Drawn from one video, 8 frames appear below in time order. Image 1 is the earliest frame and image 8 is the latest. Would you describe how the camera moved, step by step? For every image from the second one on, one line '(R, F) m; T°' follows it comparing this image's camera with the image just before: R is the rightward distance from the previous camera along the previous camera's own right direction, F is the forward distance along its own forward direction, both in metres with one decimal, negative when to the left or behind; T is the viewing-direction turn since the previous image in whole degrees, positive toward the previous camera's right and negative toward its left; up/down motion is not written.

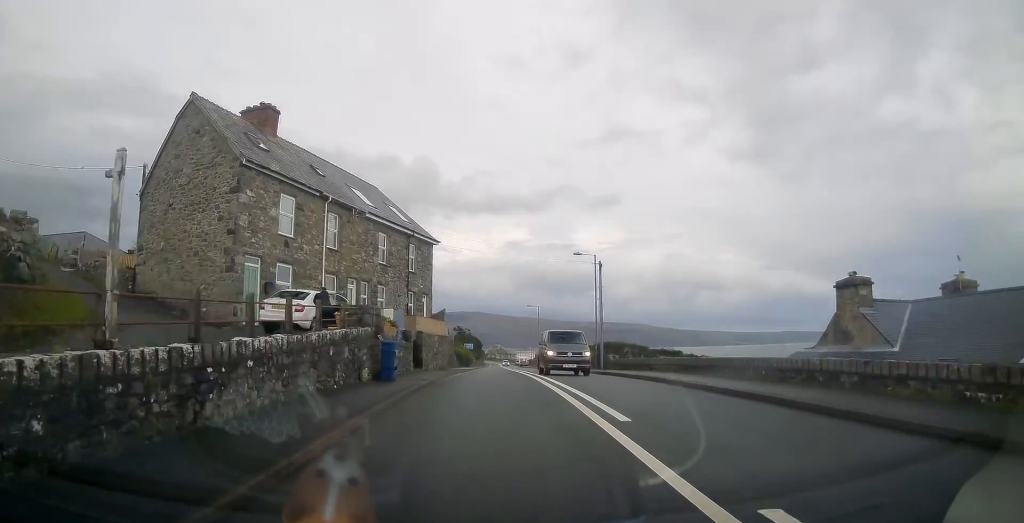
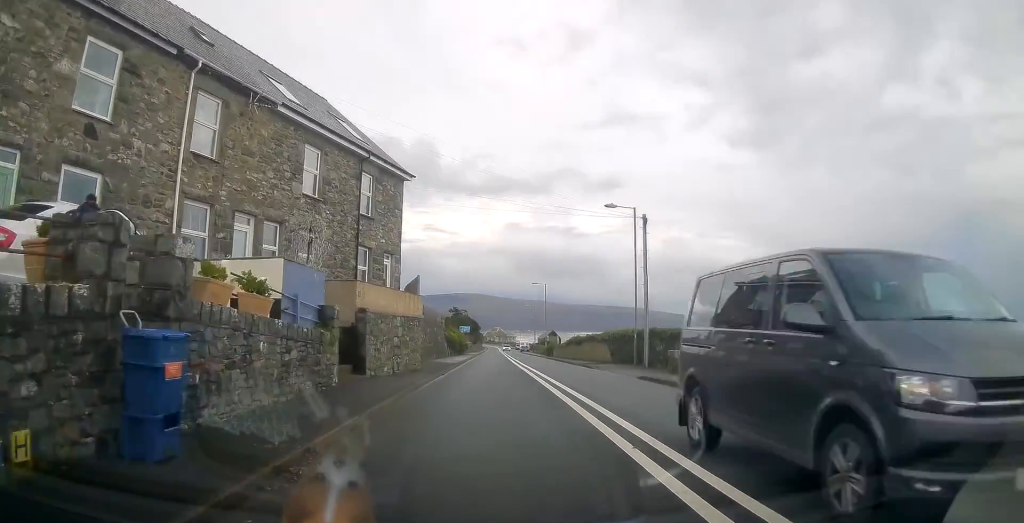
(0.0, +12.3) m; 0°
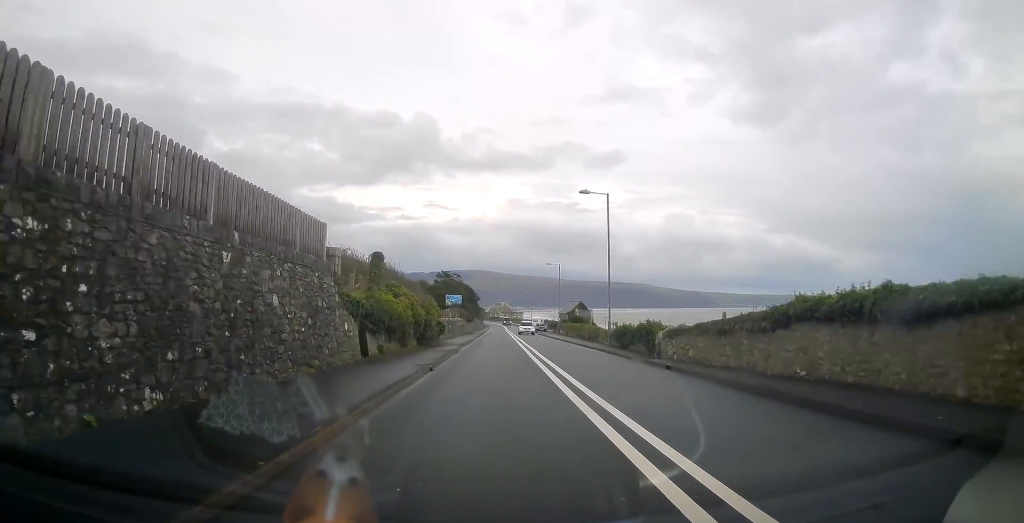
(+0.1, +37.4) m; 0°
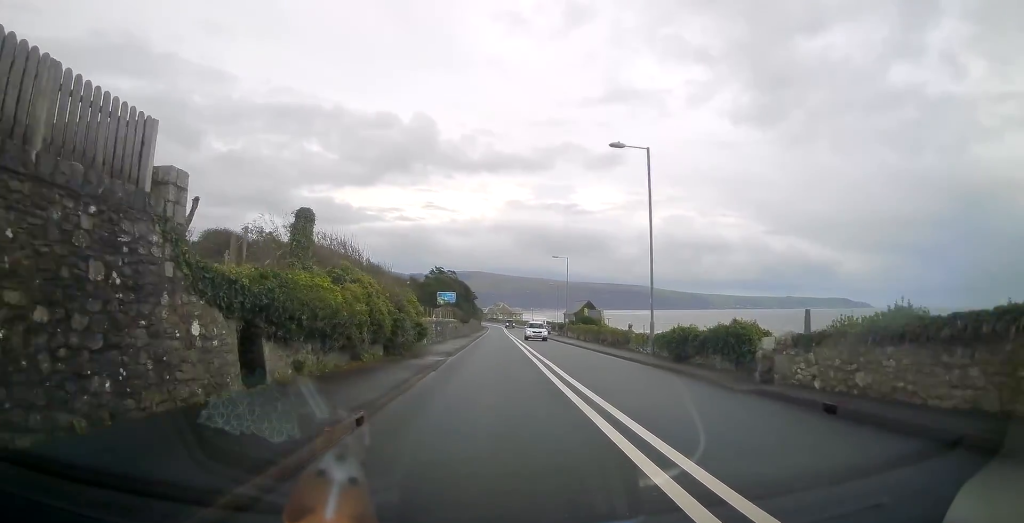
(0.0, +9.3) m; 0°
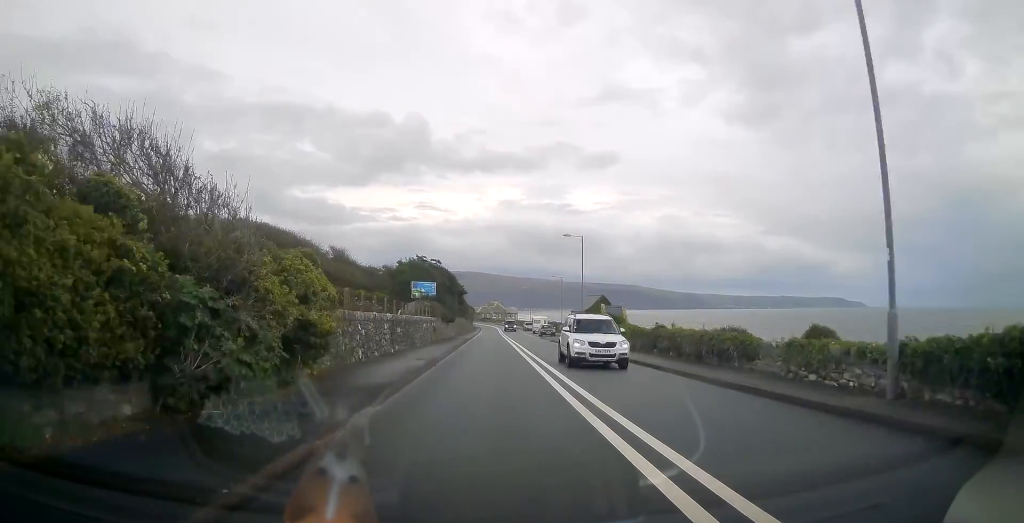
(0.0, +15.6) m; 0°
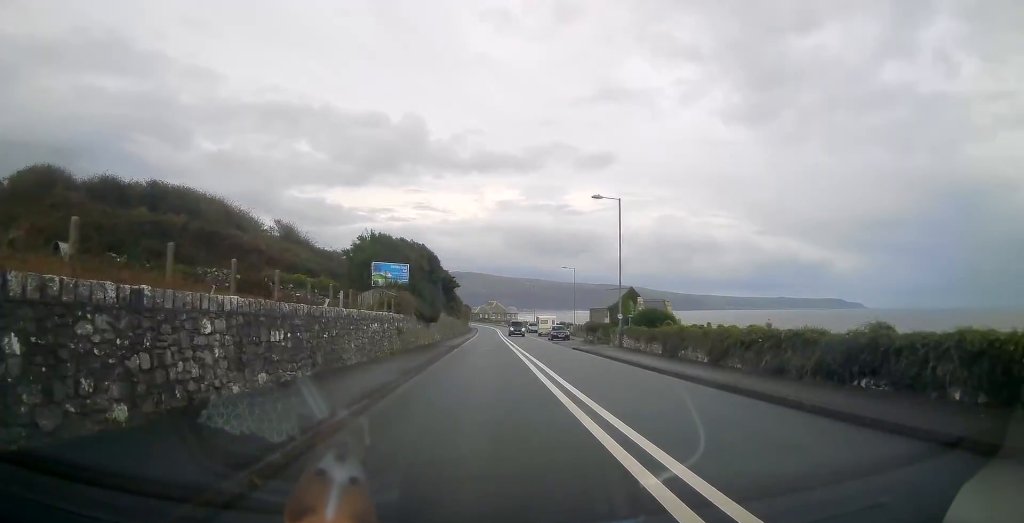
(+0.1, +15.2) m; 0°
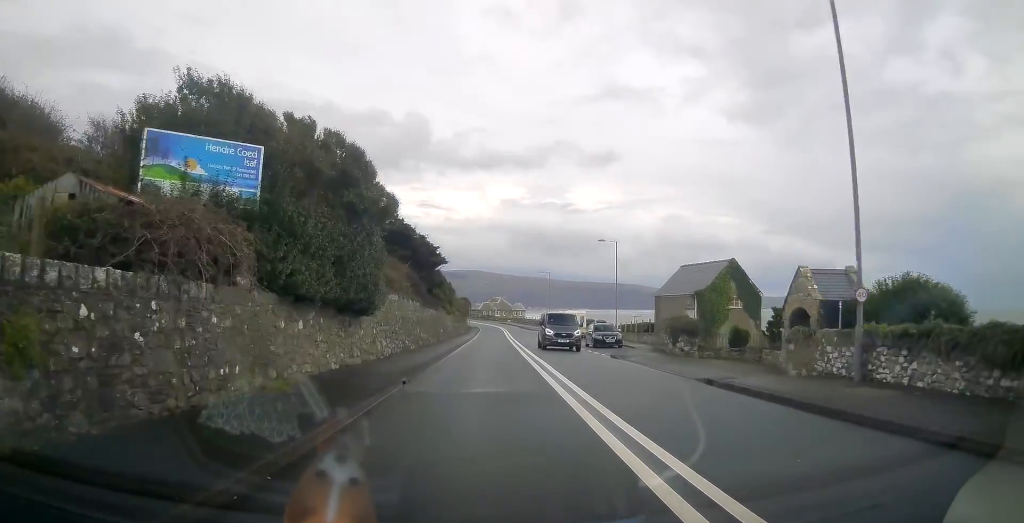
(-0.1, +22.3) m; -1°
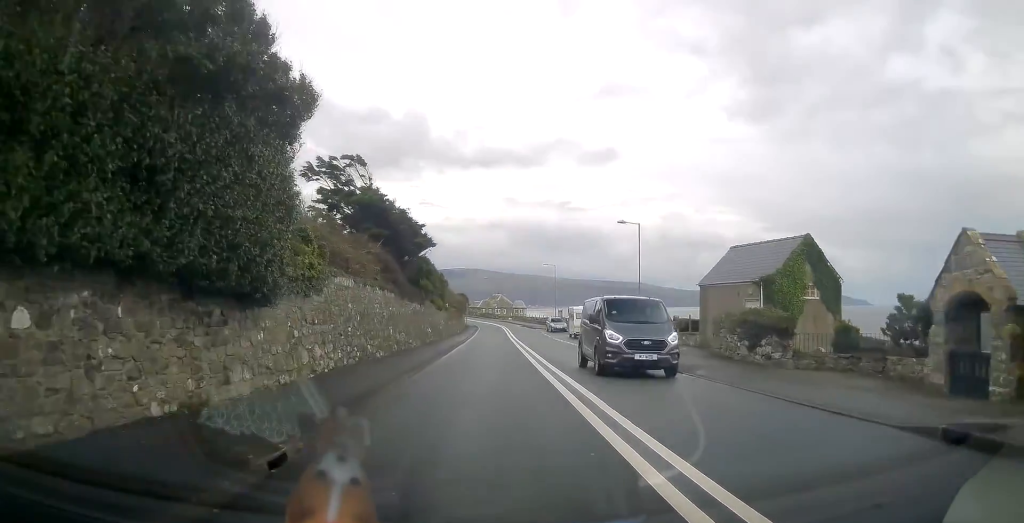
(0.0, +8.1) m; 0°
